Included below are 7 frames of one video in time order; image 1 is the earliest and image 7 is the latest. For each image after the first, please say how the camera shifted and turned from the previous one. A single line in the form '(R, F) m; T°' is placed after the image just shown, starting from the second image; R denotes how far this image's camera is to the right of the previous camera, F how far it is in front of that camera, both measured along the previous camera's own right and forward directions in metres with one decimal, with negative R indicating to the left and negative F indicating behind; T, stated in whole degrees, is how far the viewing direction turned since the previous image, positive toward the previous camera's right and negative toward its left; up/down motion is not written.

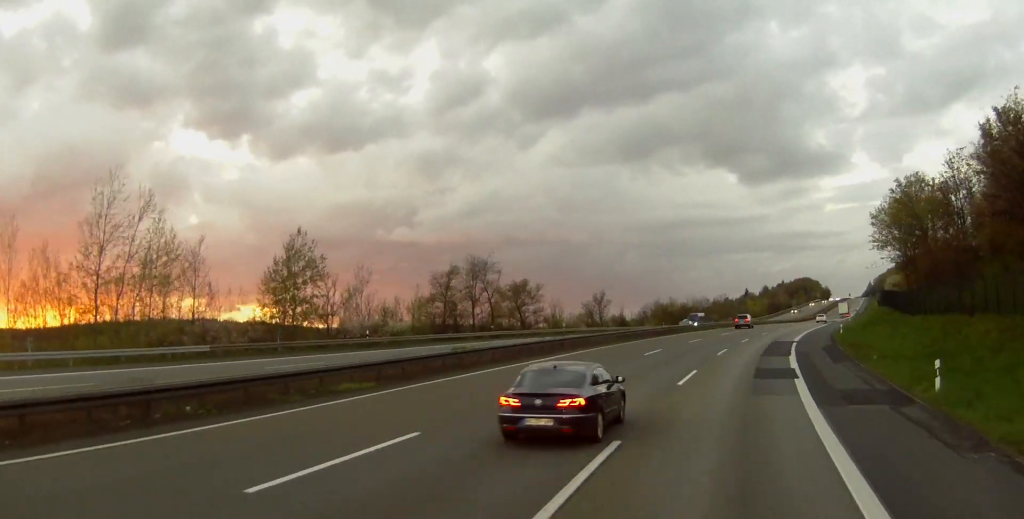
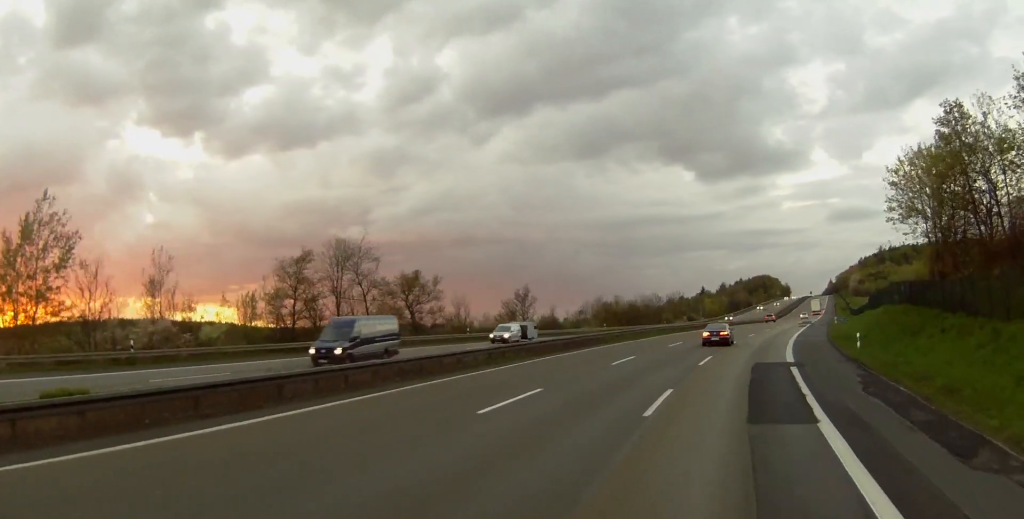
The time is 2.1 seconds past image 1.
(+0.4, +25.9) m; +3°
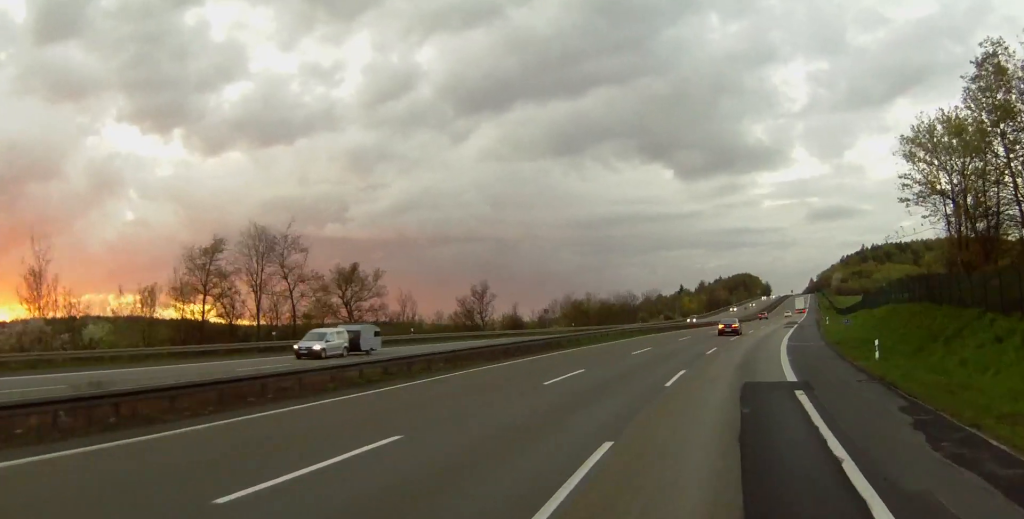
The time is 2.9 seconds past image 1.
(+0.2, +10.3) m; +1°
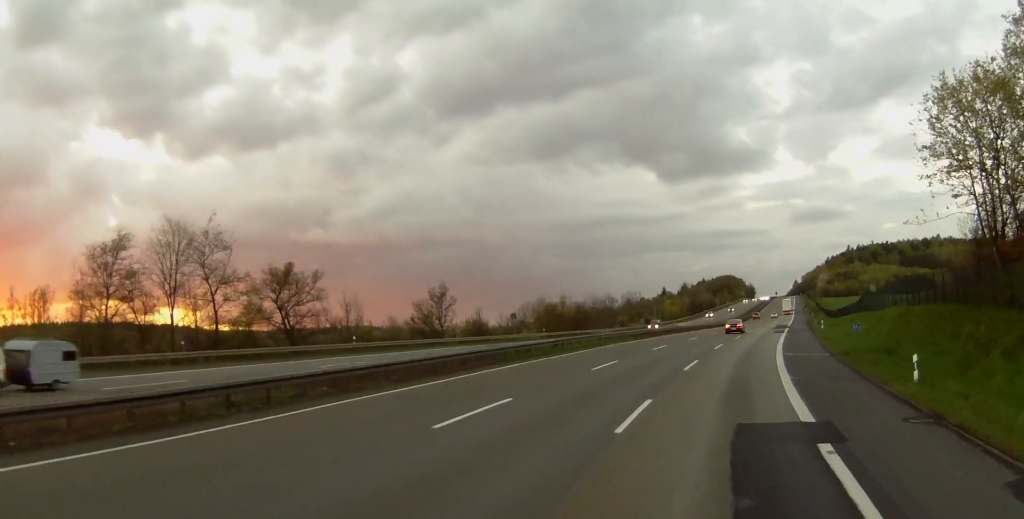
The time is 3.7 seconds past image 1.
(0.0, +9.0) m; +1°
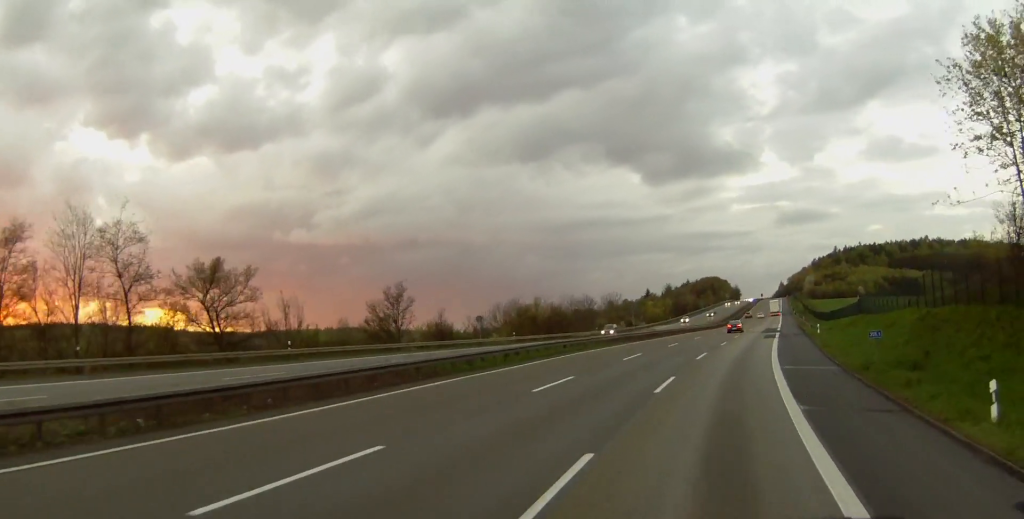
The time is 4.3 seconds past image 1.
(0.0, +8.1) m; +1°
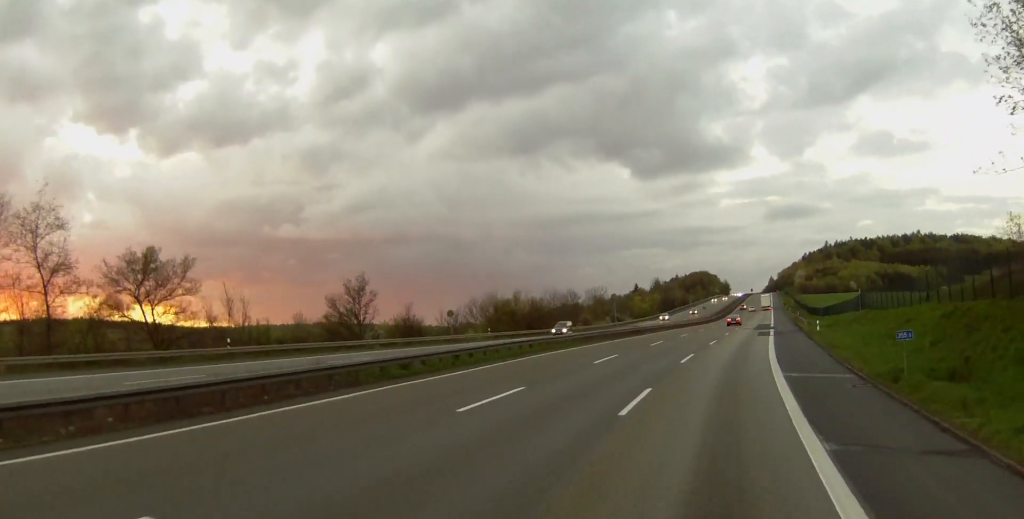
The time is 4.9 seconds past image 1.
(+0.1, +6.4) m; 0°
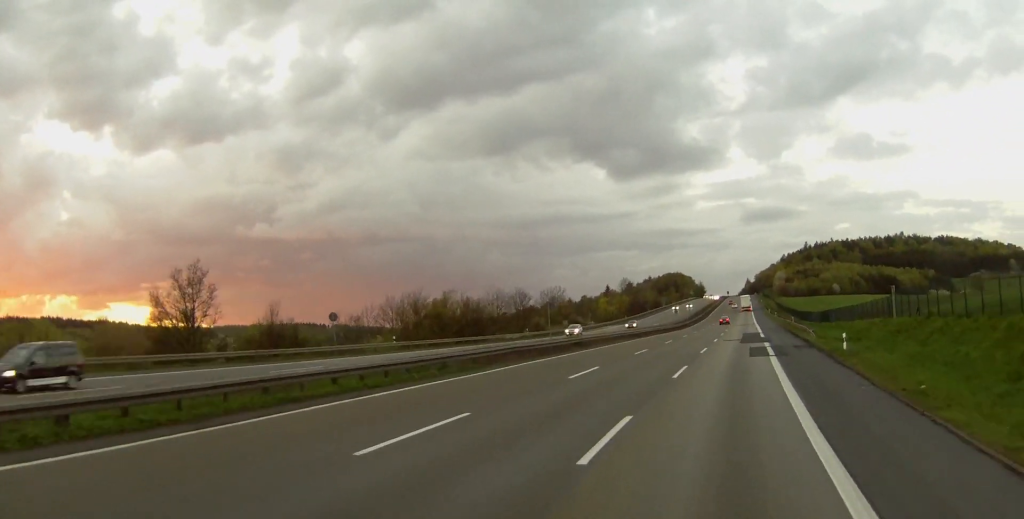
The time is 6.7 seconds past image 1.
(+0.1, +22.4) m; +1°
